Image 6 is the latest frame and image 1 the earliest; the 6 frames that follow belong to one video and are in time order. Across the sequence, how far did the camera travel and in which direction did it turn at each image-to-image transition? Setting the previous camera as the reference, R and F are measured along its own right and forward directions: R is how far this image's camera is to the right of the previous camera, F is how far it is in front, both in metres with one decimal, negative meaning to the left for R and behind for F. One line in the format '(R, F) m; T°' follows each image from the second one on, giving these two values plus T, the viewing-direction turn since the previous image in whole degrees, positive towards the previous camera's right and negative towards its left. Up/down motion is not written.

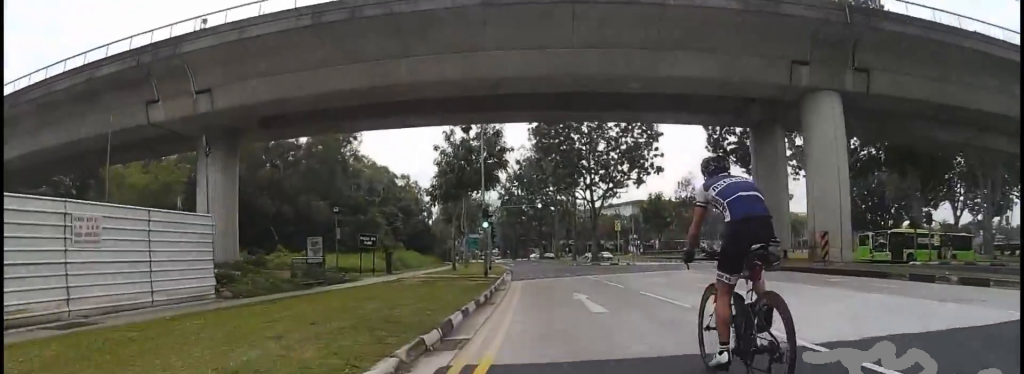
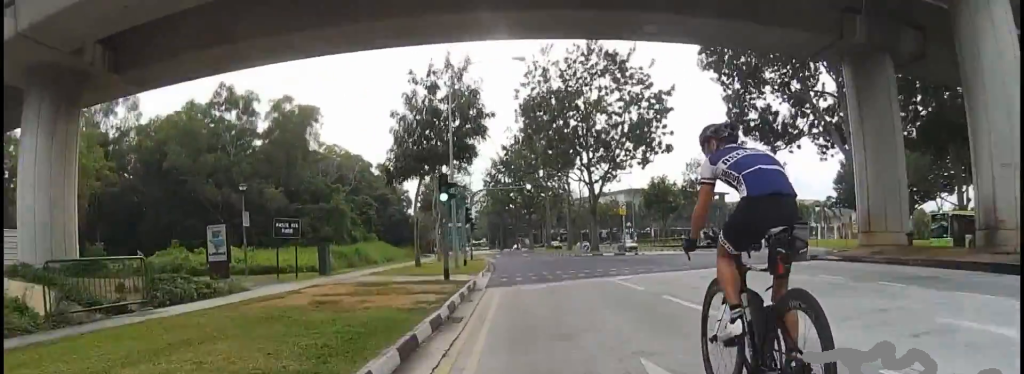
(-0.3, +9.7) m; -10°
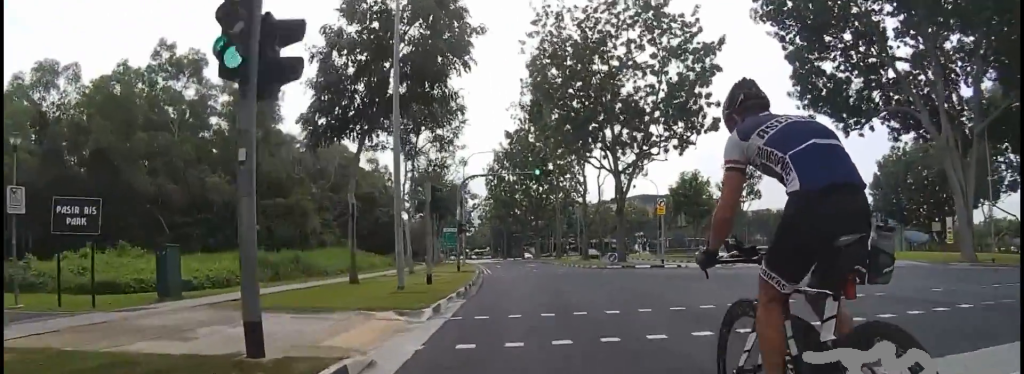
(-1.4, +12.1) m; -2°
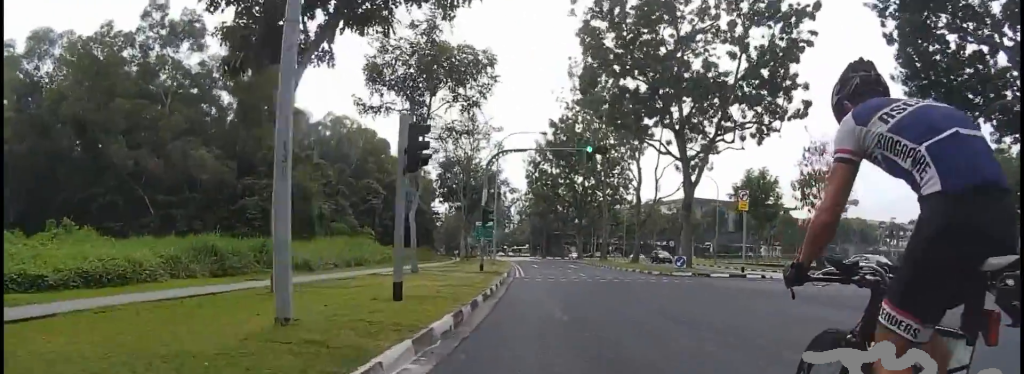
(+1.2, +8.0) m; +1°
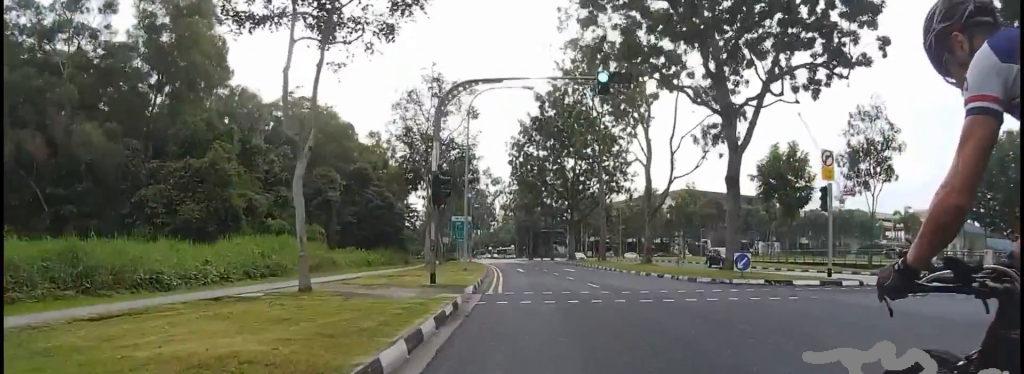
(-1.0, +9.9) m; +1°
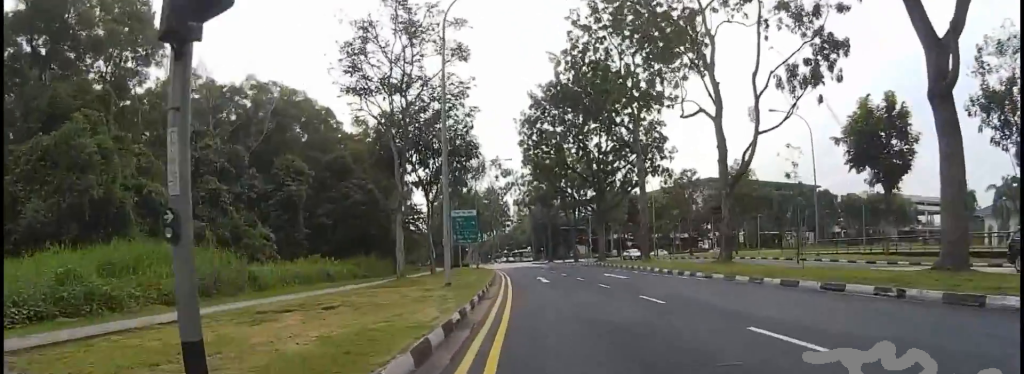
(+0.3, +12.2) m; -1°
